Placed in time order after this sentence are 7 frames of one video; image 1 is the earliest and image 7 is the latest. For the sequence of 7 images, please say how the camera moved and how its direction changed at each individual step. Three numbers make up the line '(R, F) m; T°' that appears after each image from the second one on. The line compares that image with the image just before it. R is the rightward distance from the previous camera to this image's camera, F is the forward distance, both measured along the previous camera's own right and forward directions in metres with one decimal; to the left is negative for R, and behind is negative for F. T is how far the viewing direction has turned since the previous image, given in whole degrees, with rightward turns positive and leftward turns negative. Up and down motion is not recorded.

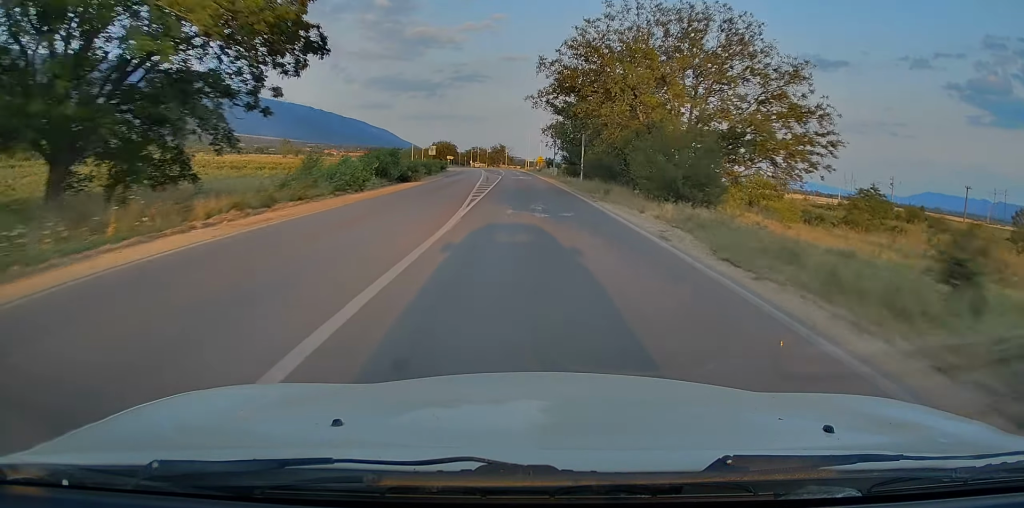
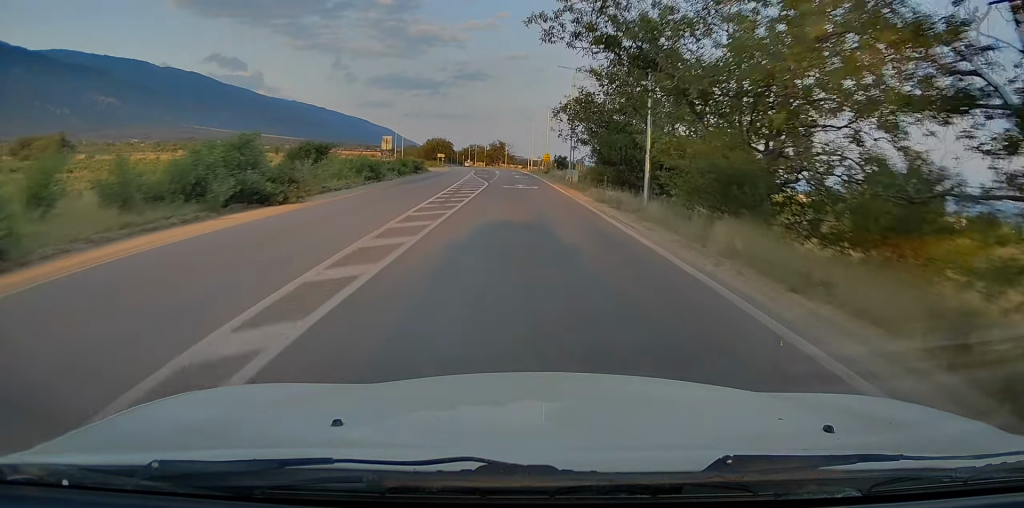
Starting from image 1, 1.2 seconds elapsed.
(+0.5, +22.7) m; +1°
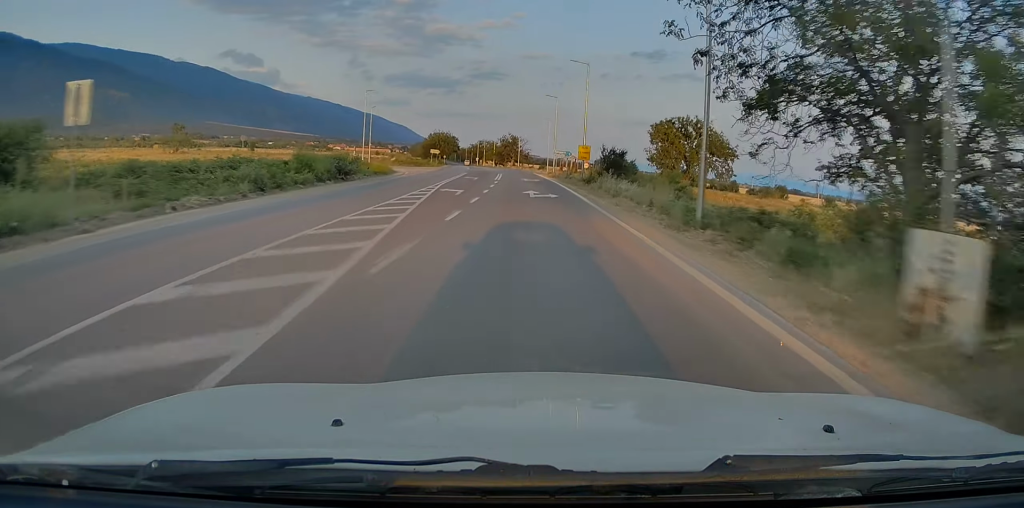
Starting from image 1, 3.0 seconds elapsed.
(-1.0, +33.0) m; -3°
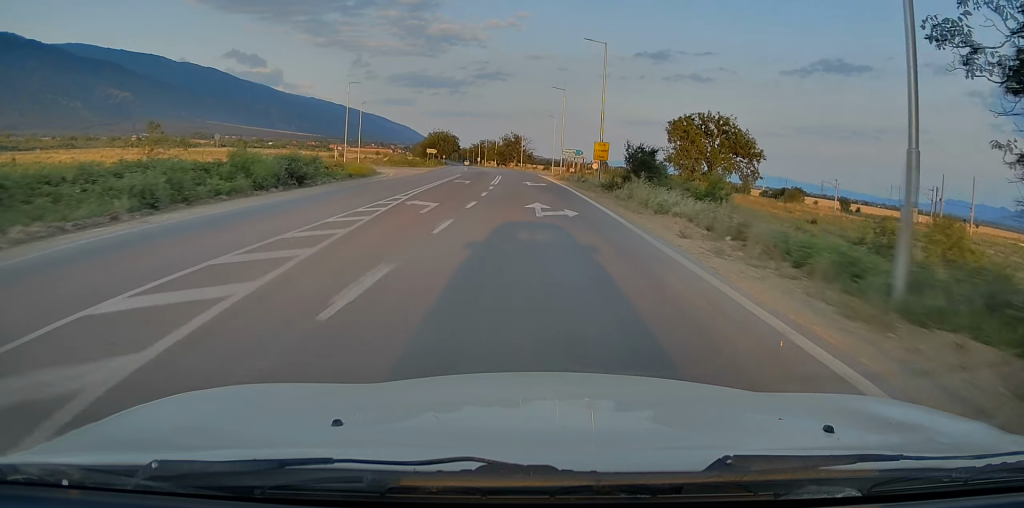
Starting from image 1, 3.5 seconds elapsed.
(0.0, +8.2) m; 0°
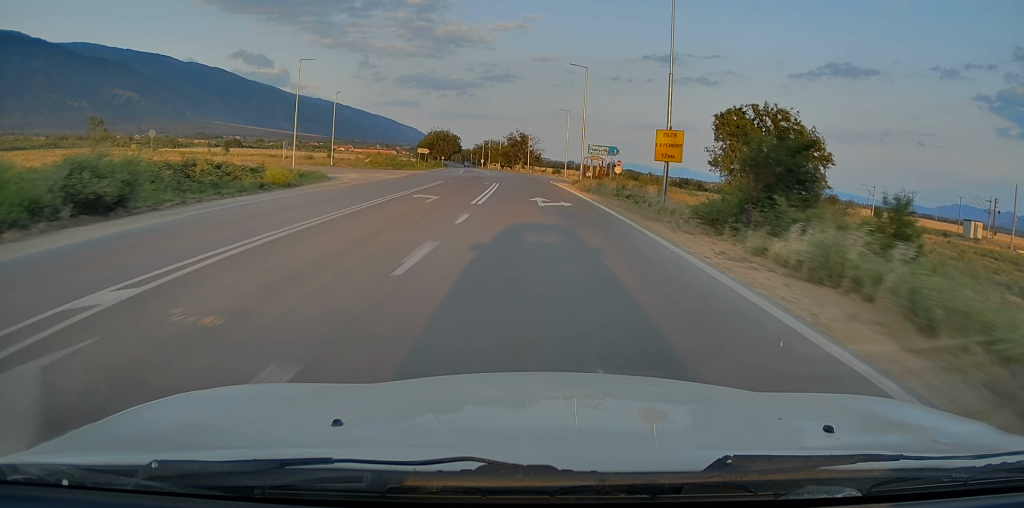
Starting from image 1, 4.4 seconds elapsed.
(0.0, +15.6) m; 0°
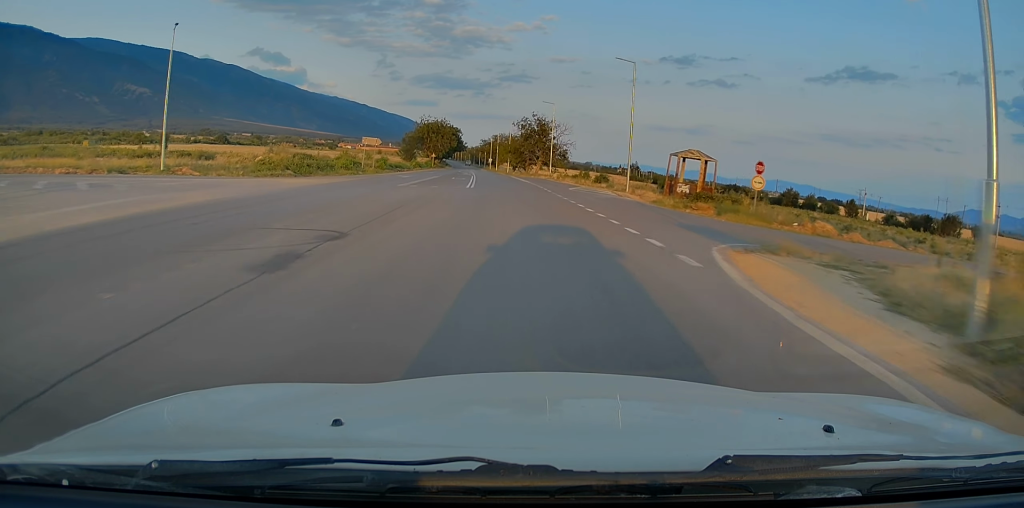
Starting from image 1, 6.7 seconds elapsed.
(-0.6, +39.4) m; -3°
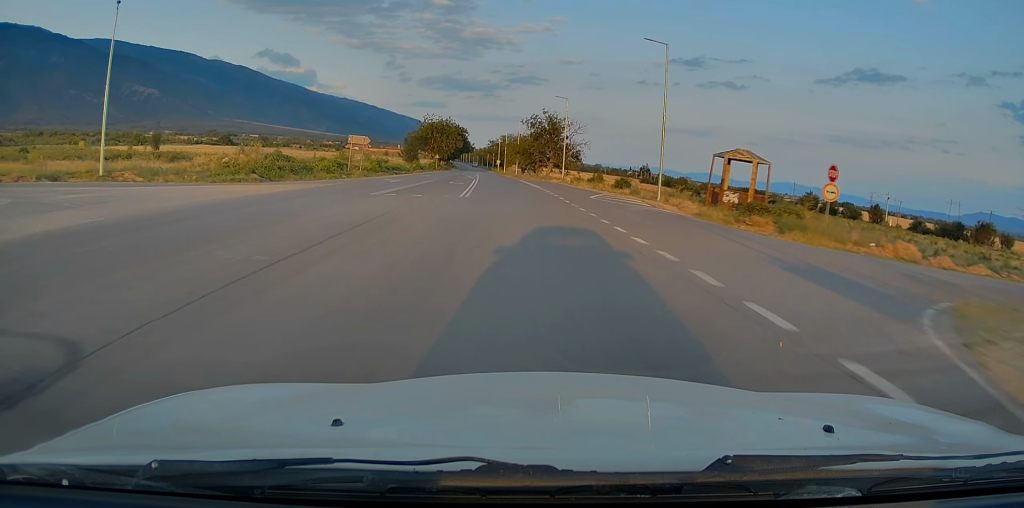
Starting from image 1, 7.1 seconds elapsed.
(-0.1, +7.0) m; -1°
